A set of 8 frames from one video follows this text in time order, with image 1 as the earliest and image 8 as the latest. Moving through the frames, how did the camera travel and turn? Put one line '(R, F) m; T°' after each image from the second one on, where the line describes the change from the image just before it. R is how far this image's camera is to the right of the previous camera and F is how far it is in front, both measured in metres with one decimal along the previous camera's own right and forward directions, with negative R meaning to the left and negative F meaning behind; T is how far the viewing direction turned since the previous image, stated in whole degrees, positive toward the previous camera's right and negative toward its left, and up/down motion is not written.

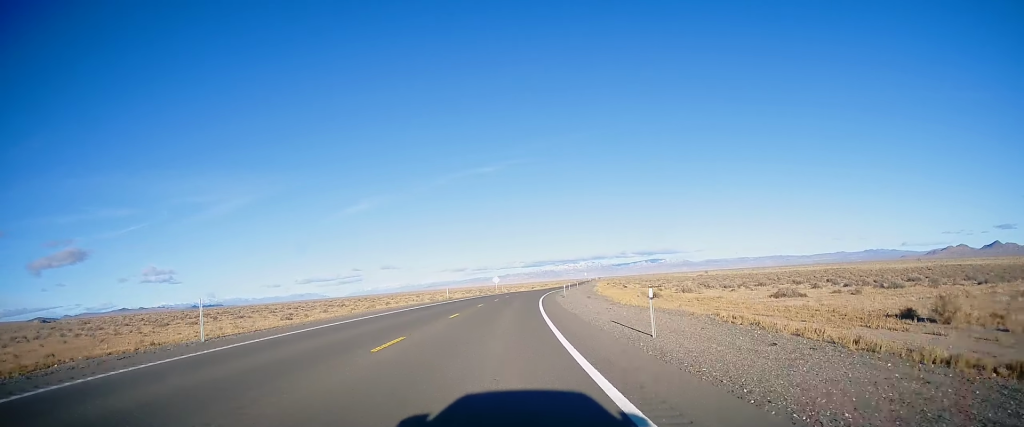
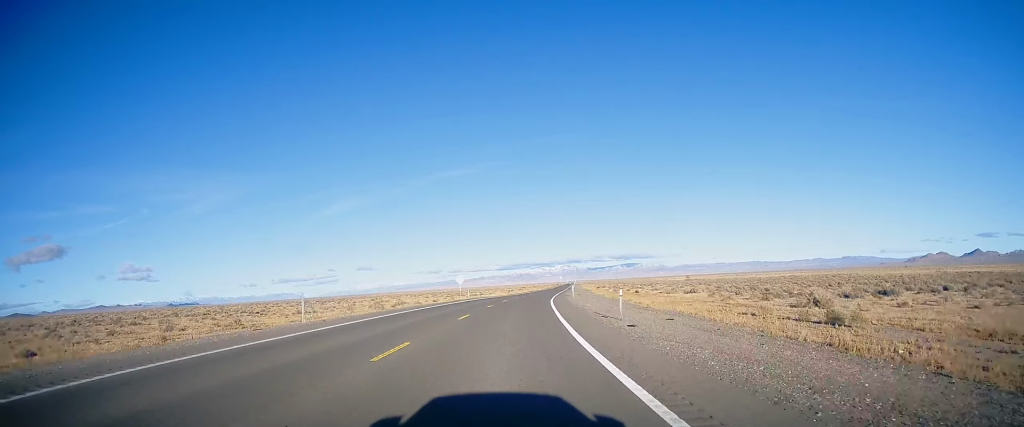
(+0.8, +38.3) m; +2°
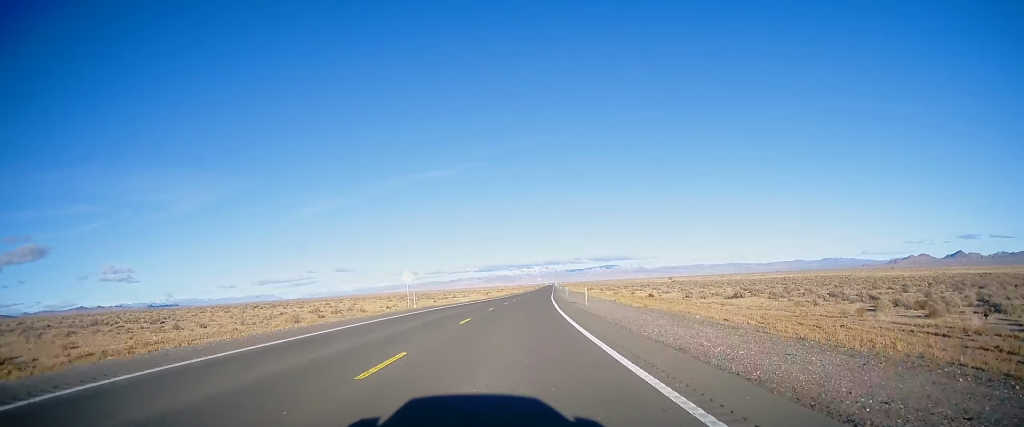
(+0.2, +26.6) m; +2°
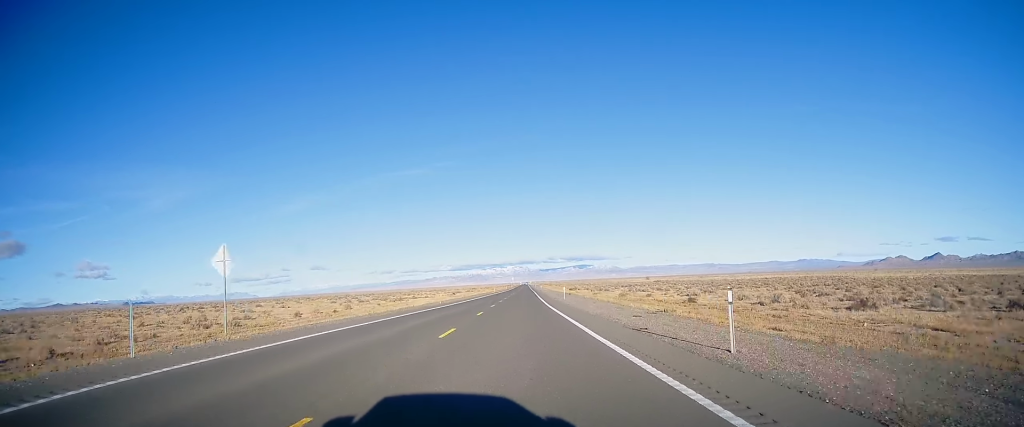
(+0.6, +30.5) m; +2°
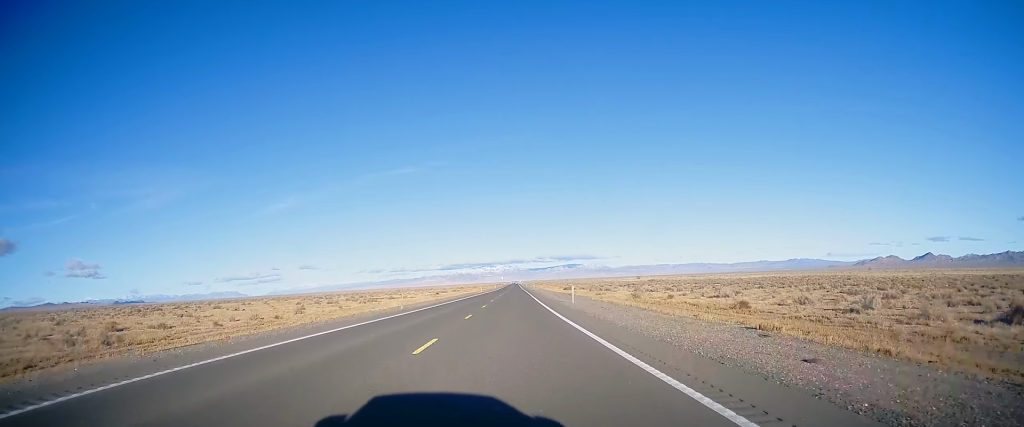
(+0.3, +15.9) m; +1°
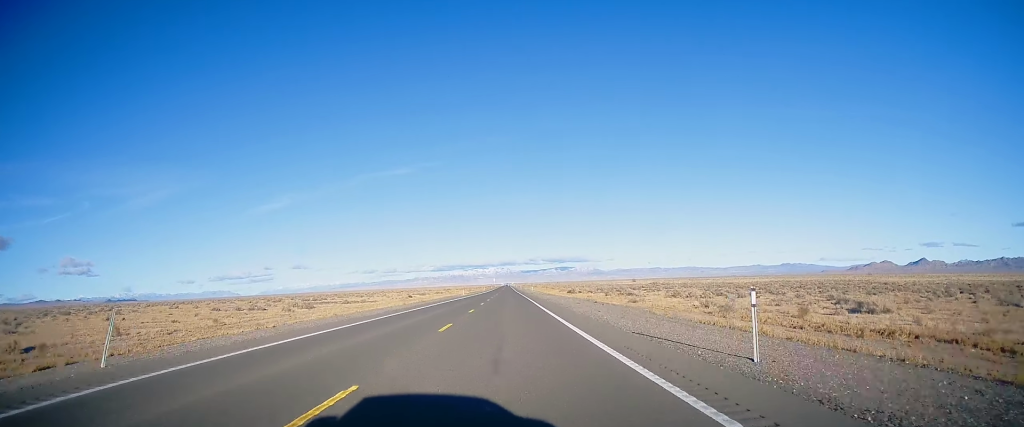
(+0.5, +31.7) m; +1°
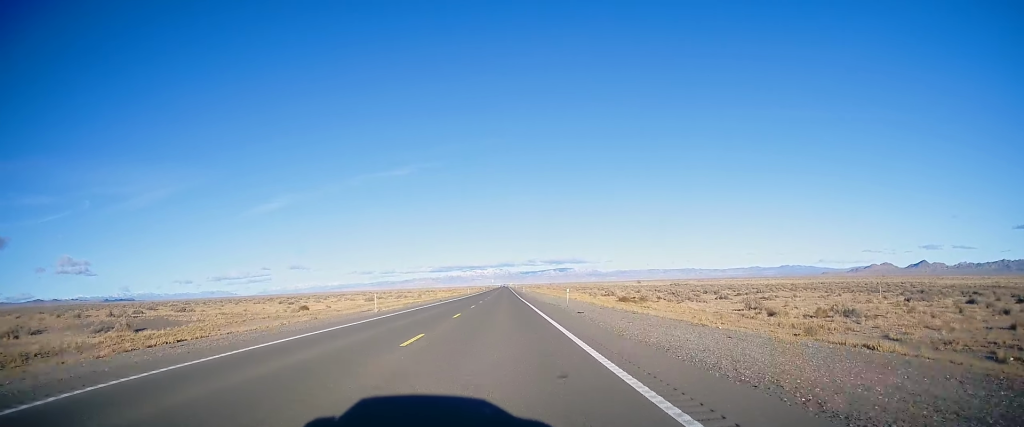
(+0.1, +64.7) m; 0°
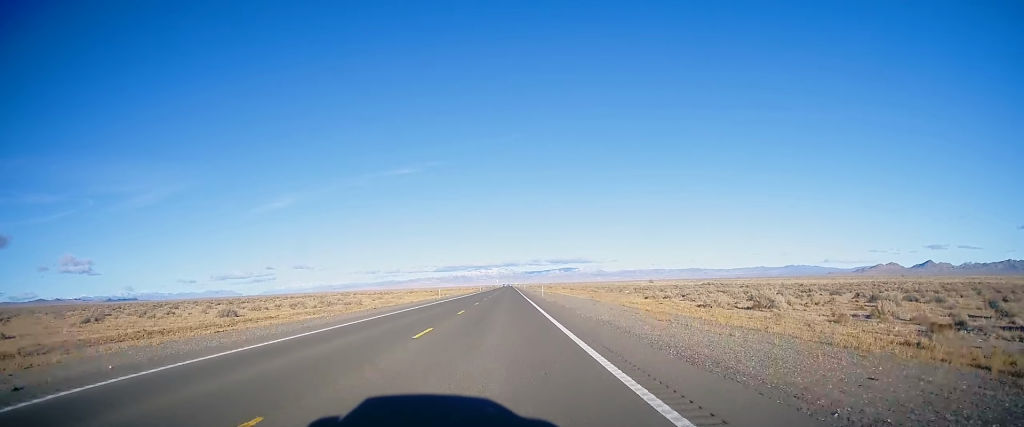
(-0.3, +58.5) m; 0°
